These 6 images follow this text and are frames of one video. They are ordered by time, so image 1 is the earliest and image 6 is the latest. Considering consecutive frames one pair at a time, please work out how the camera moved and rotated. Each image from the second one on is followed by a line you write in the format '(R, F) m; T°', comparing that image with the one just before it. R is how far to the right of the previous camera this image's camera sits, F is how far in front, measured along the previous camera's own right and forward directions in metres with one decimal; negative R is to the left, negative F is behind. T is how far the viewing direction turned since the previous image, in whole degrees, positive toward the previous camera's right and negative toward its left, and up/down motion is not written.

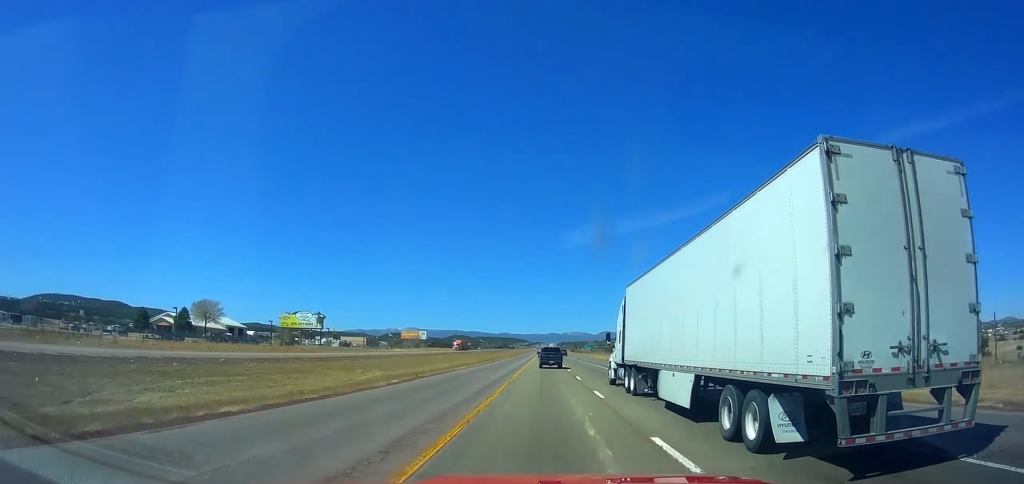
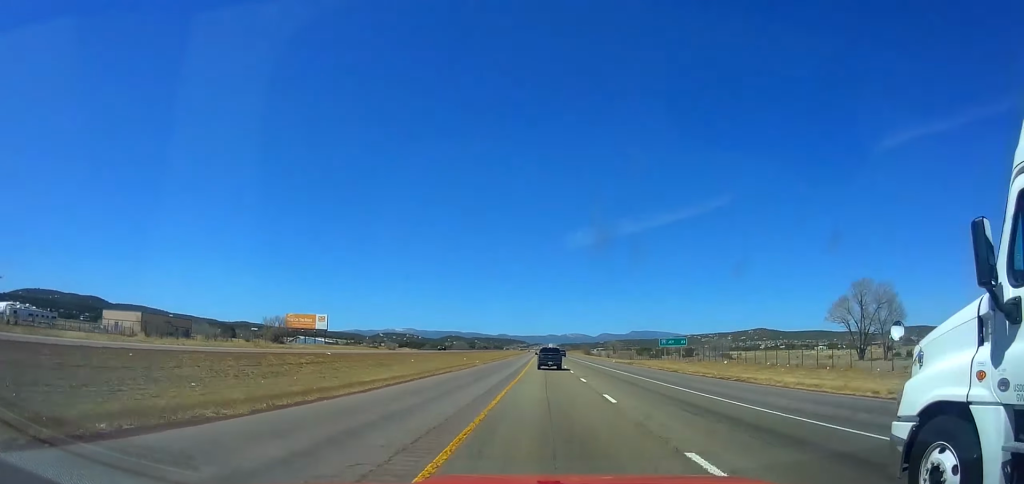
(-0.2, +147.9) m; 0°
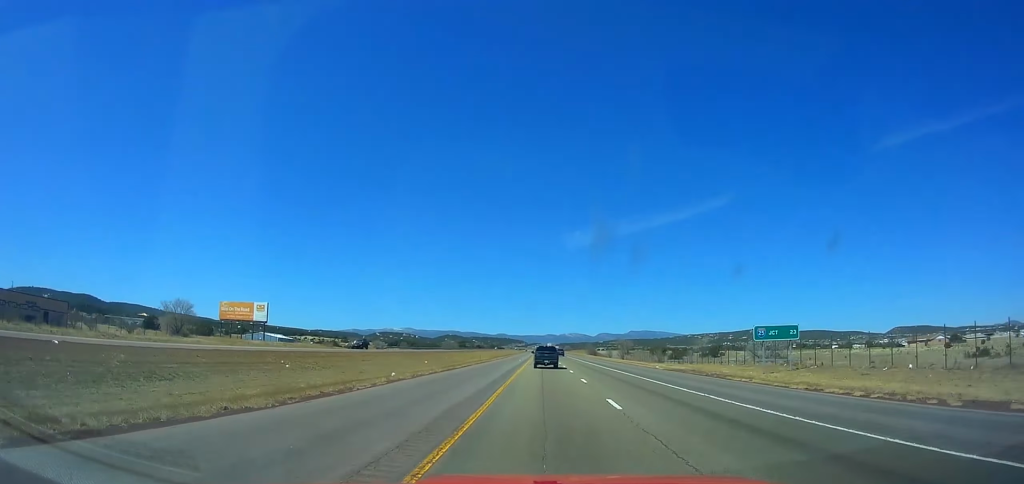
(-0.1, +39.4) m; 0°
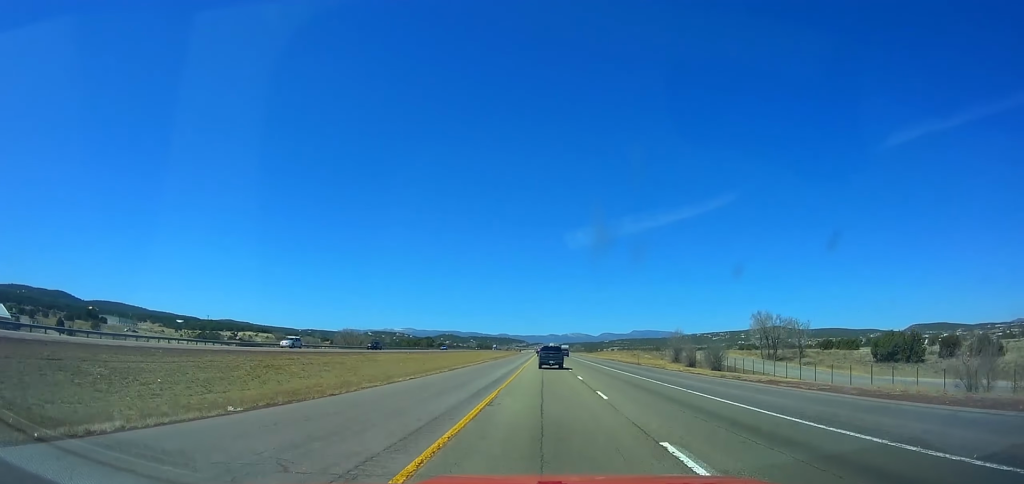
(+0.6, +169.5) m; 0°
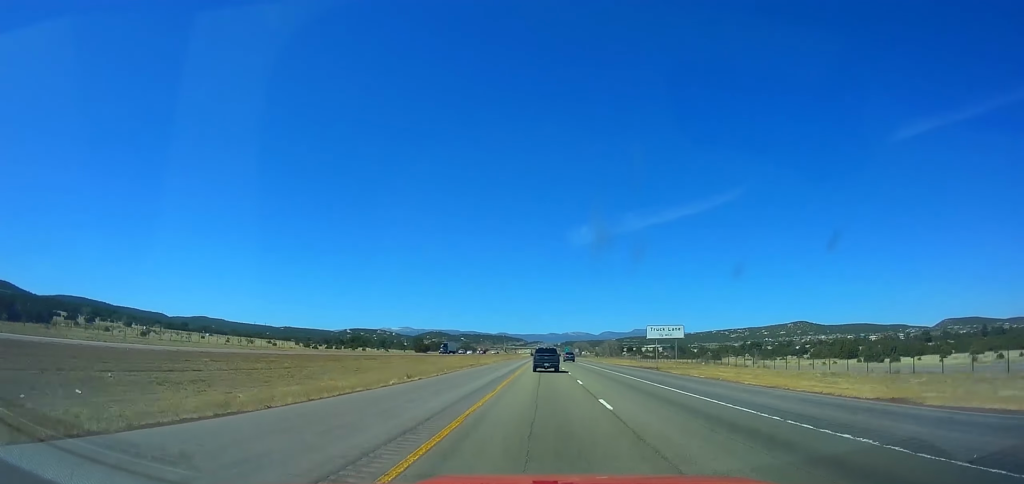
(+1.8, +309.8) m; 0°
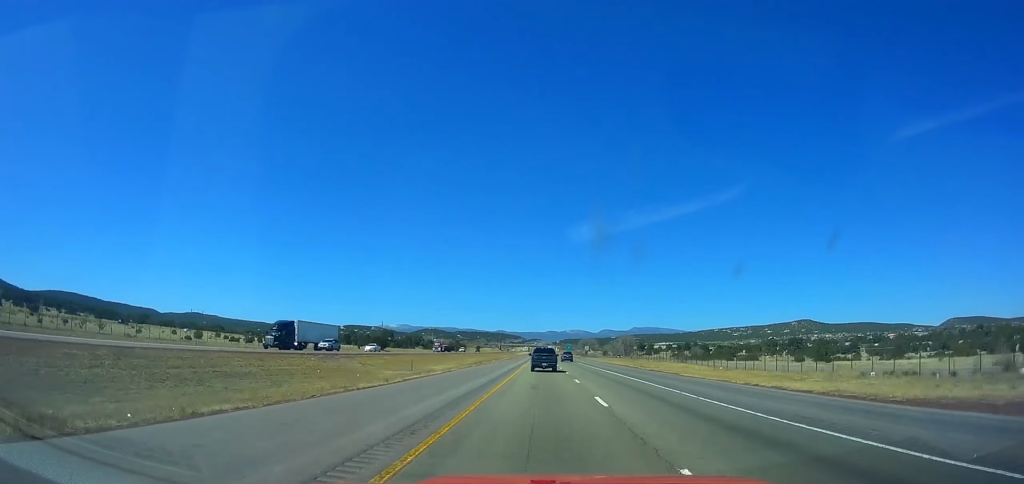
(-0.6, +61.0) m; 0°
